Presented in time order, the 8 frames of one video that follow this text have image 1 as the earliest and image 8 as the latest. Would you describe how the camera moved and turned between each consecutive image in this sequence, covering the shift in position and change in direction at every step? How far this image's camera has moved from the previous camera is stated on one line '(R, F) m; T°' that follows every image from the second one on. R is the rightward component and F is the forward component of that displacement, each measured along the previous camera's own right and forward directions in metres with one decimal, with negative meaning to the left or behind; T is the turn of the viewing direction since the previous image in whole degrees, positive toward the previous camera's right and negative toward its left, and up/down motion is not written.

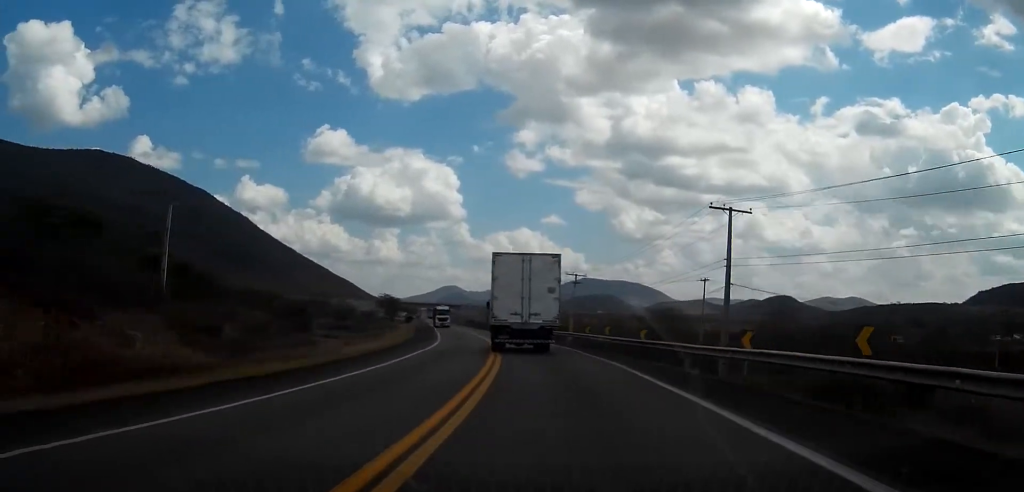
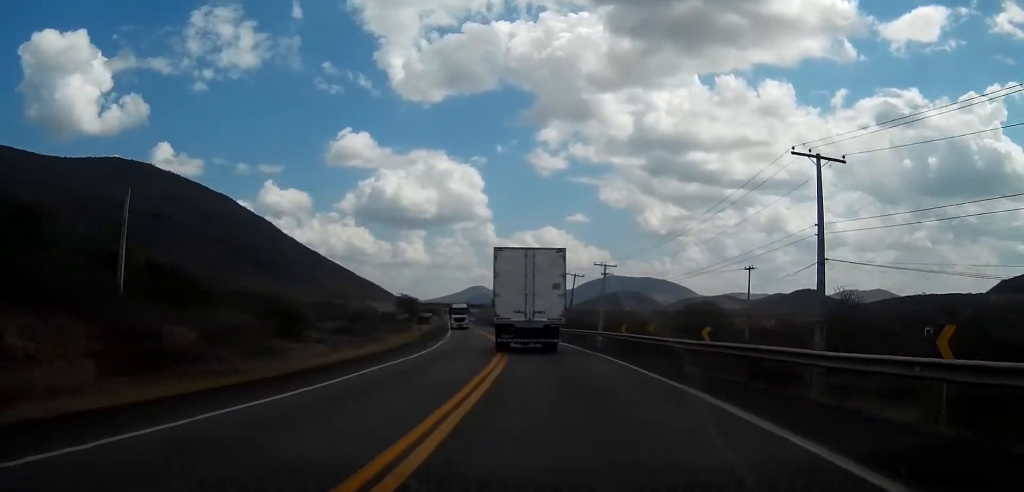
(-0.1, +10.9) m; -2°
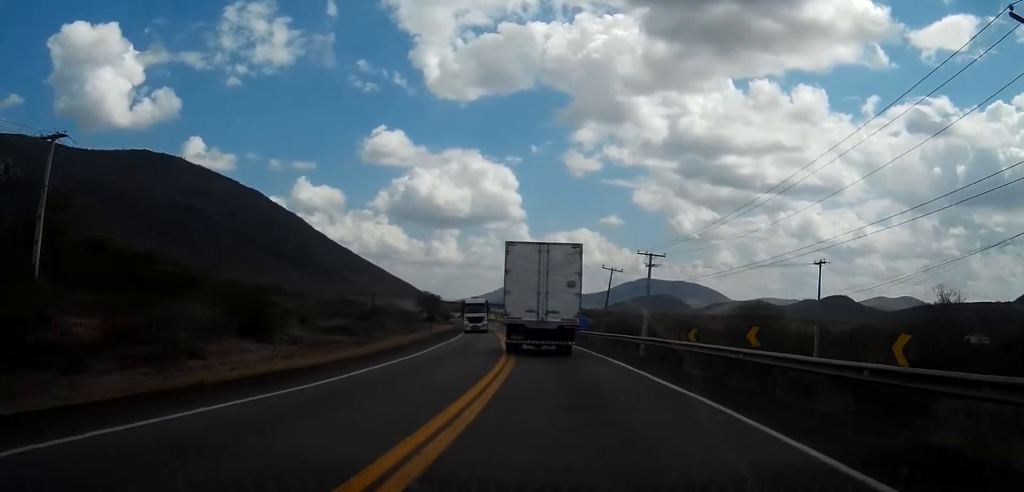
(-0.5, +14.1) m; -2°
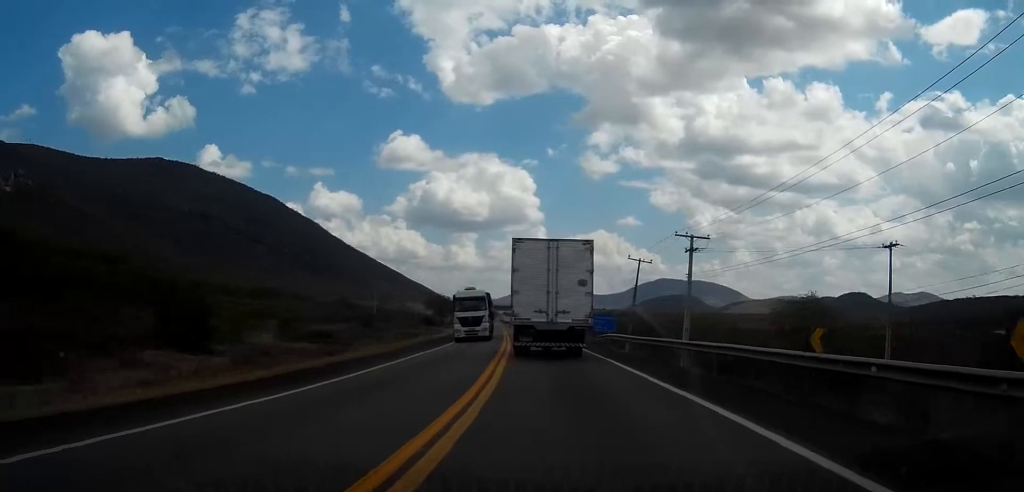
(-0.2, +12.6) m; -1°
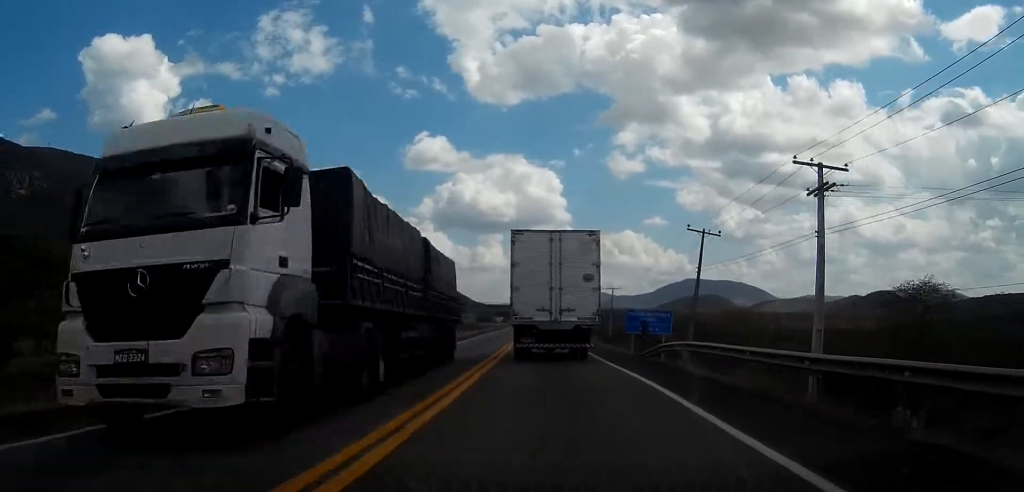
(-0.4, +22.0) m; -2°
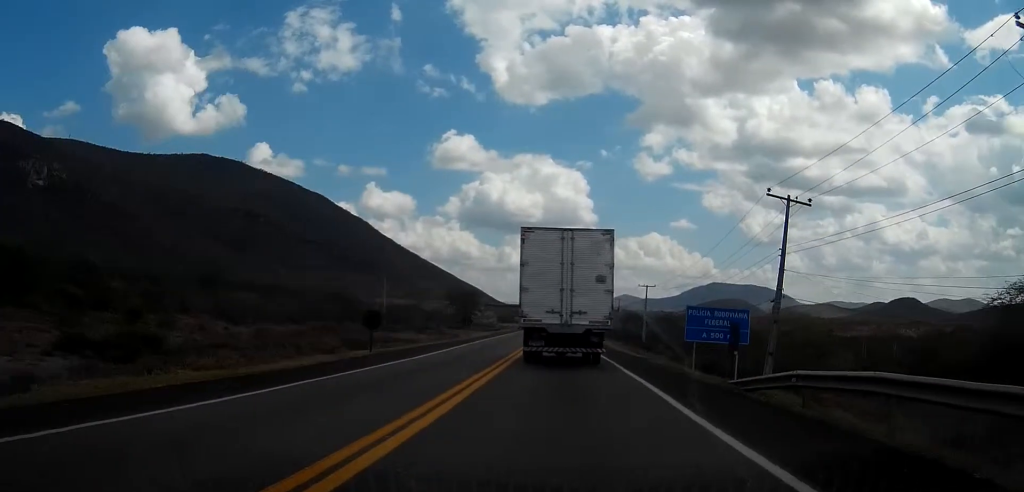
(-0.2, +15.1) m; -2°
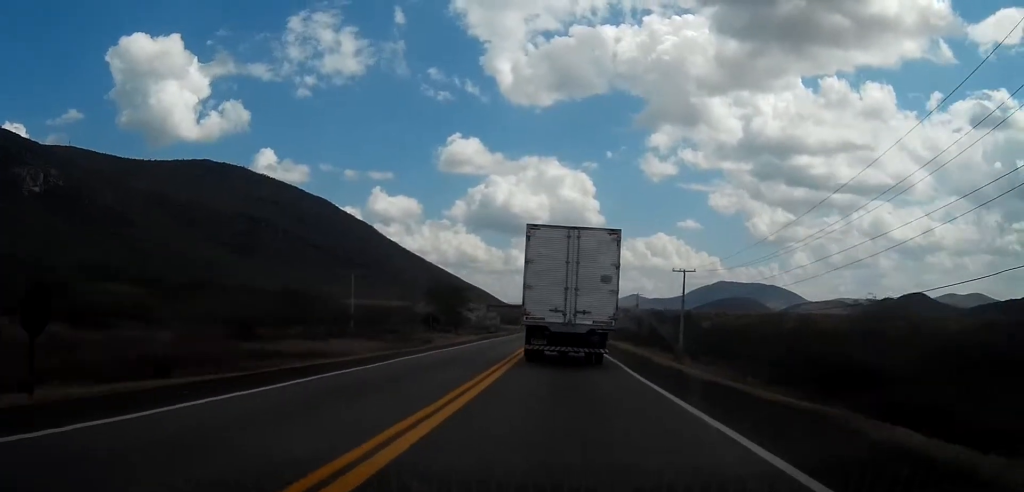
(-0.7, +26.4) m; -2°
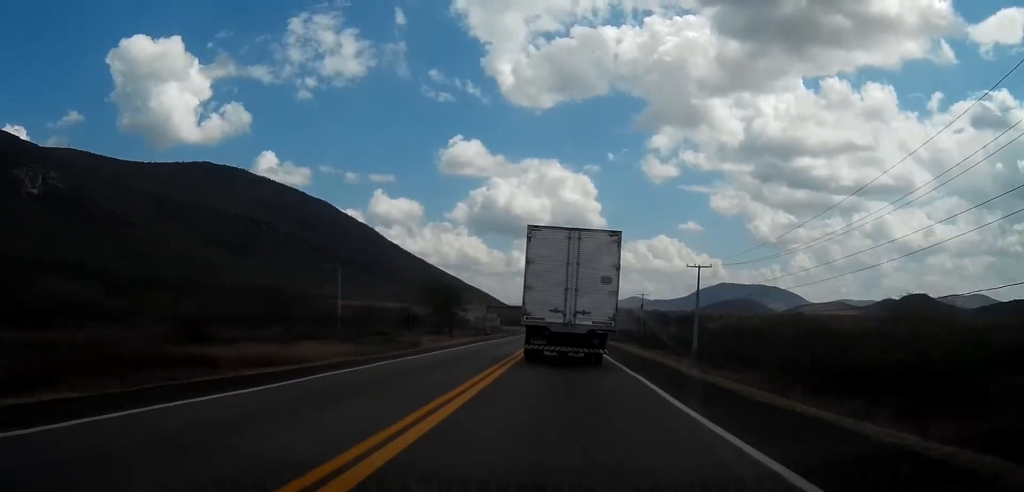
(0.0, +7.5) m; 0°
